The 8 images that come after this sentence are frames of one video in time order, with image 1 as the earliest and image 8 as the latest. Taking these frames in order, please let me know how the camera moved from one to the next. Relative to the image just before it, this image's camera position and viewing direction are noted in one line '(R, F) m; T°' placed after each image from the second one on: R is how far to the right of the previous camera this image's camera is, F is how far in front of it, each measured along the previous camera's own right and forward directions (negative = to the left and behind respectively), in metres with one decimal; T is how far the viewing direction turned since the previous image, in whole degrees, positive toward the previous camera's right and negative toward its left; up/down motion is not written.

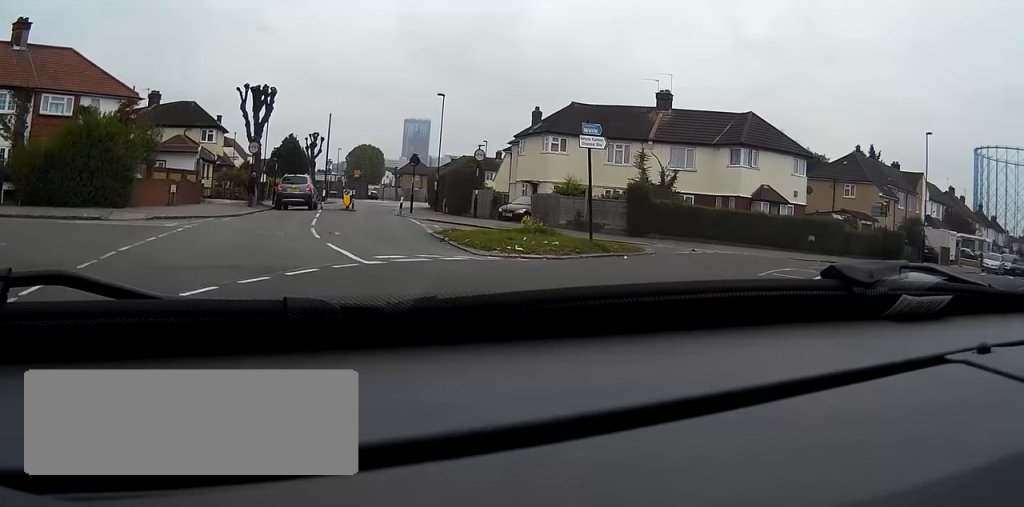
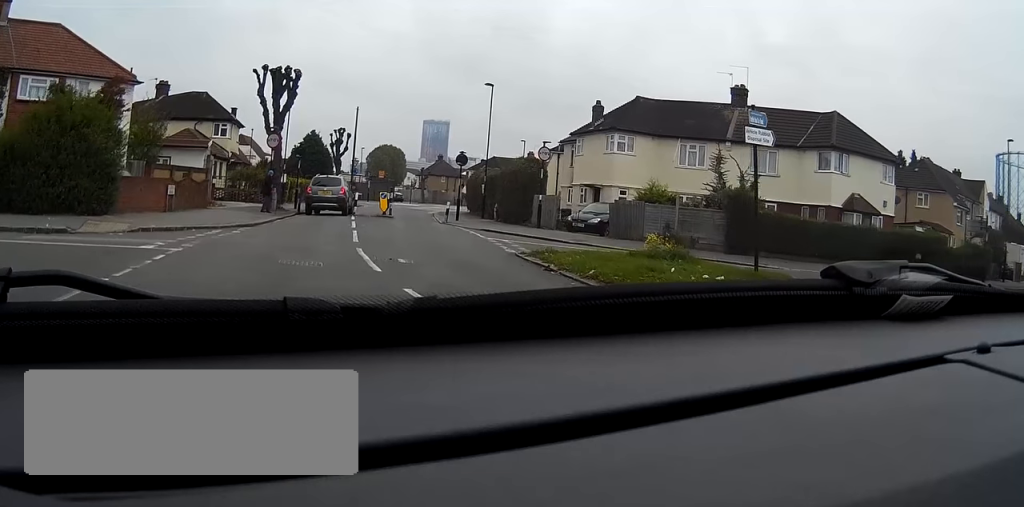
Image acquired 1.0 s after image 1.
(0.0, +6.3) m; +1°
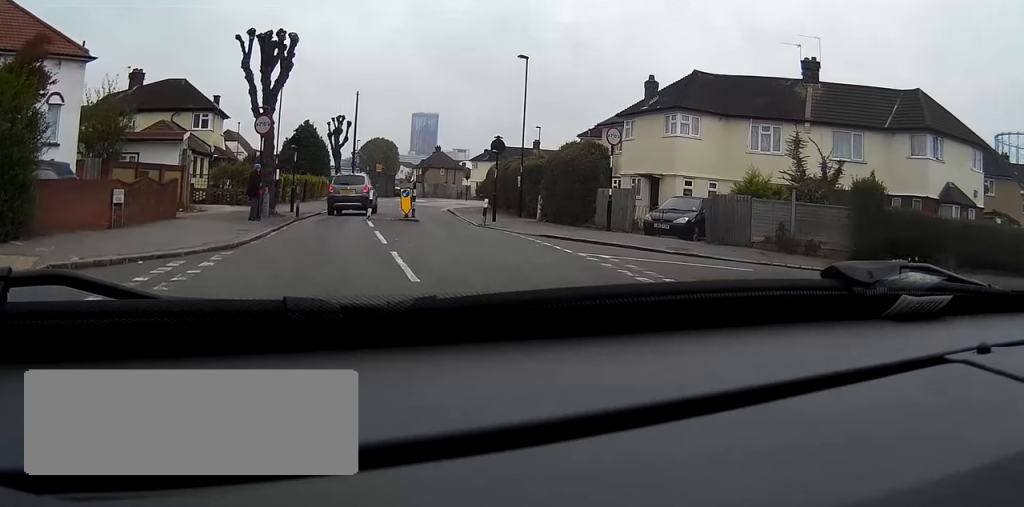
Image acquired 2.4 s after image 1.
(+0.3, +7.4) m; +4°
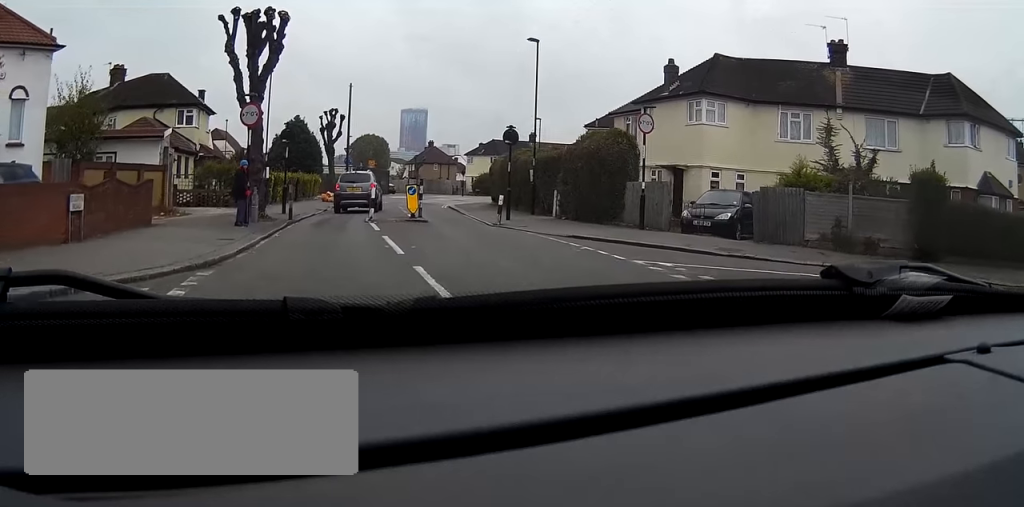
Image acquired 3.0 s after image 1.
(0.0, +3.0) m; -1°
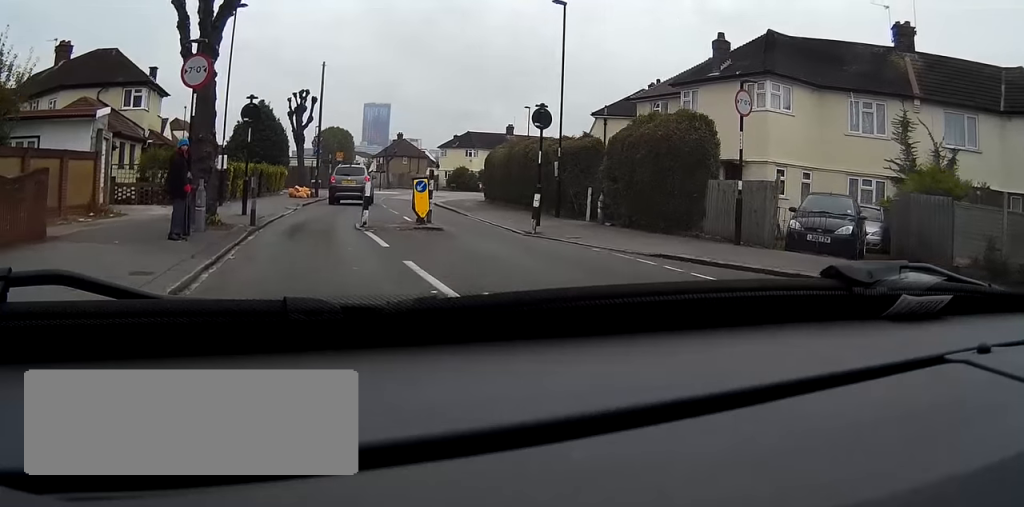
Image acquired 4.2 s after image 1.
(-0.1, +6.4) m; -2°
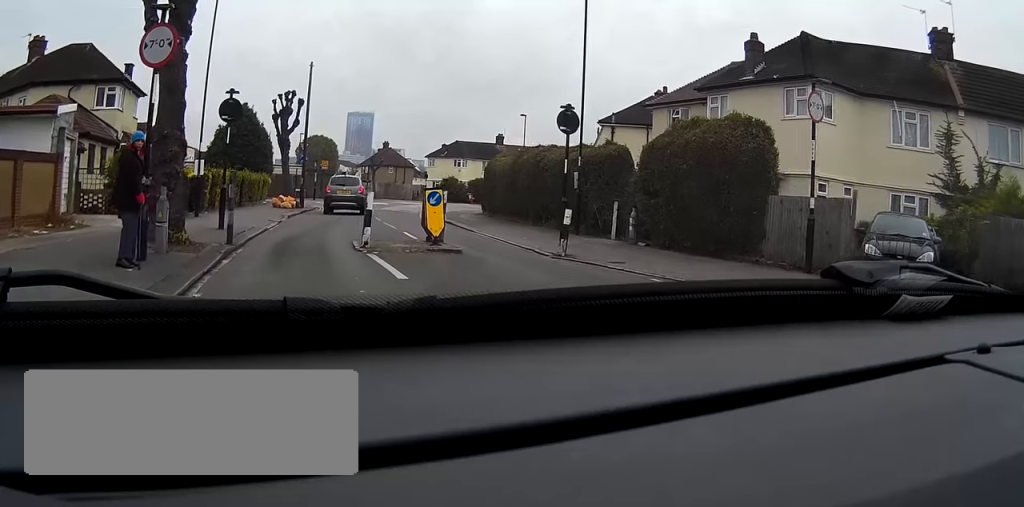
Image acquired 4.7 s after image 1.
(0.0, +2.9) m; 0°
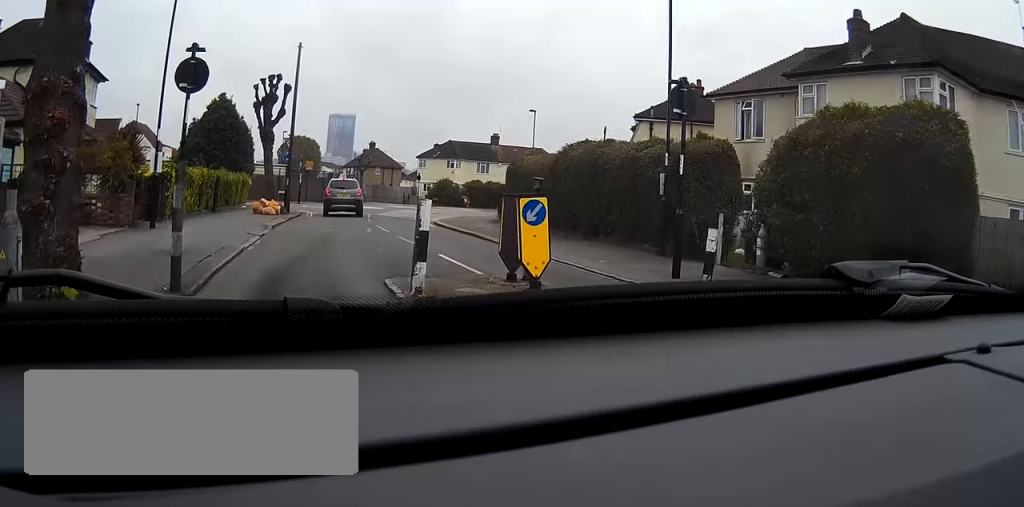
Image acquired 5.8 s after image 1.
(0.0, +5.9) m; +1°
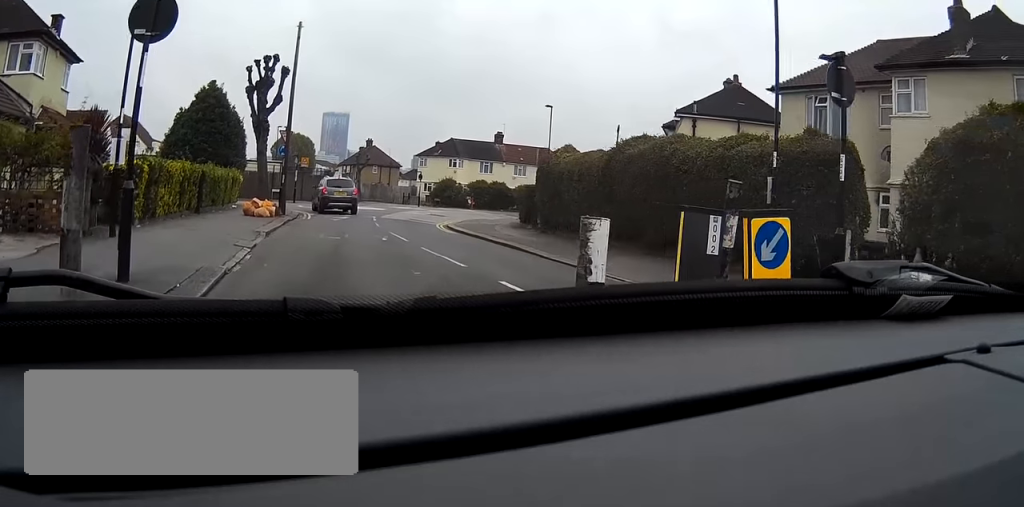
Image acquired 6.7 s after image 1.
(+0.1, +4.2) m; +2°
